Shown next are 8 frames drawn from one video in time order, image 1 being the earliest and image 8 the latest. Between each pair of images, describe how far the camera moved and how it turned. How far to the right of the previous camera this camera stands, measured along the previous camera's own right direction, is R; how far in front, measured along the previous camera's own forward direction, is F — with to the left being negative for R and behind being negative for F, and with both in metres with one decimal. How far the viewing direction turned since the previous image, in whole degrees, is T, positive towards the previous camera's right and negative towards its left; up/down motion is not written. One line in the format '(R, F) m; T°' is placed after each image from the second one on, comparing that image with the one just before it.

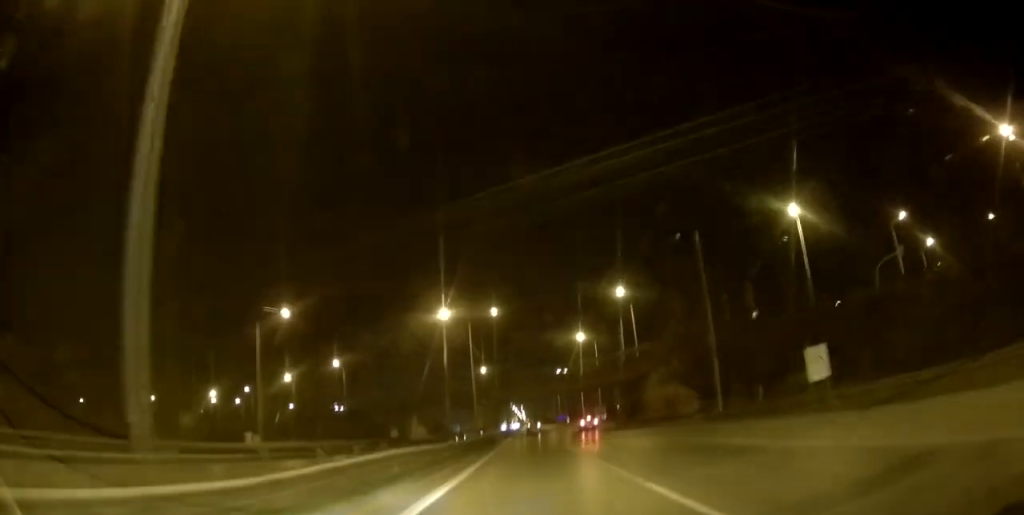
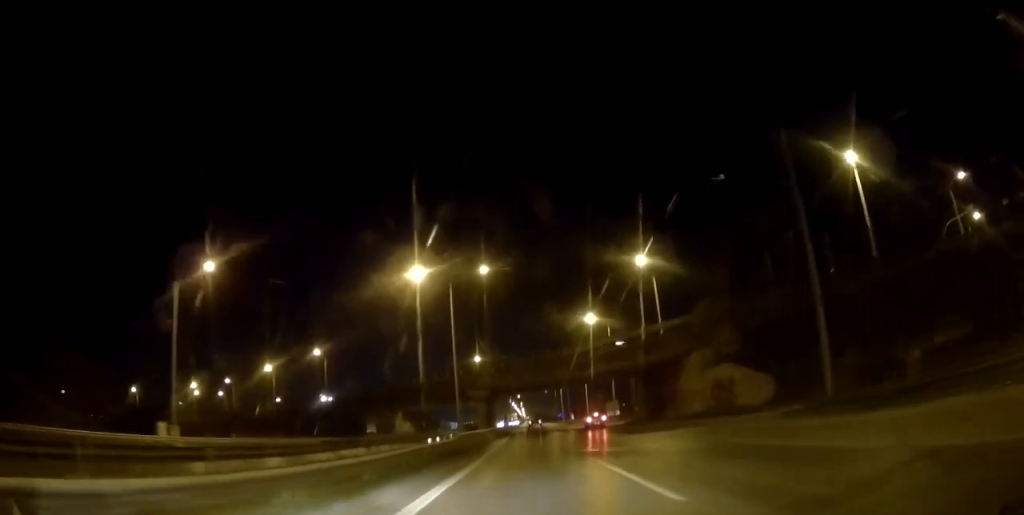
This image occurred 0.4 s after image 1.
(0.0, +14.5) m; +1°
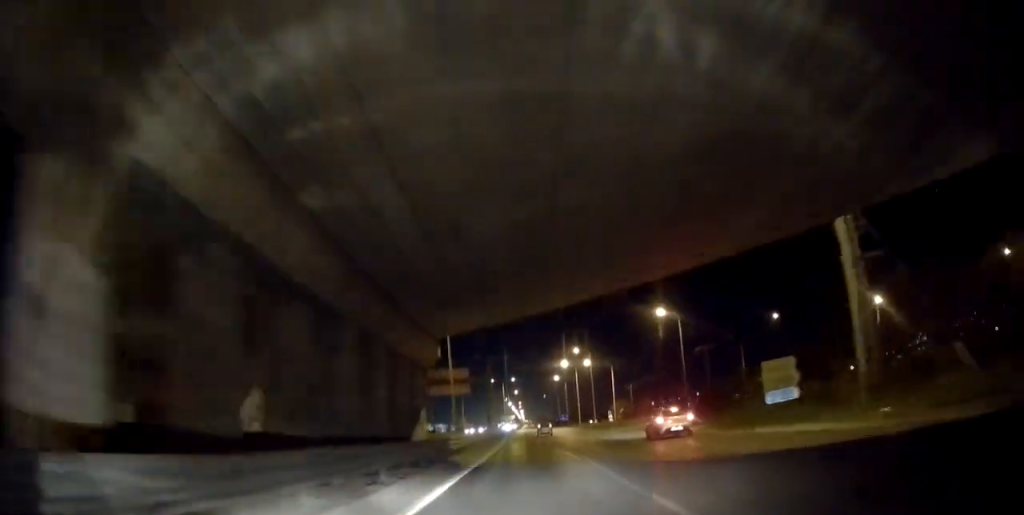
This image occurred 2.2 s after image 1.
(+0.7, +59.2) m; 0°
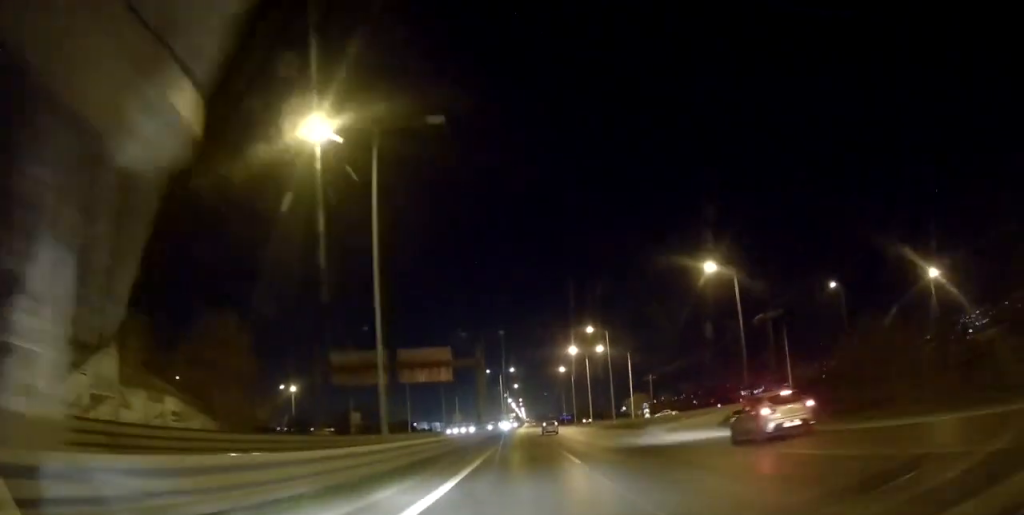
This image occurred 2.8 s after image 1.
(-0.2, +20.6) m; -1°
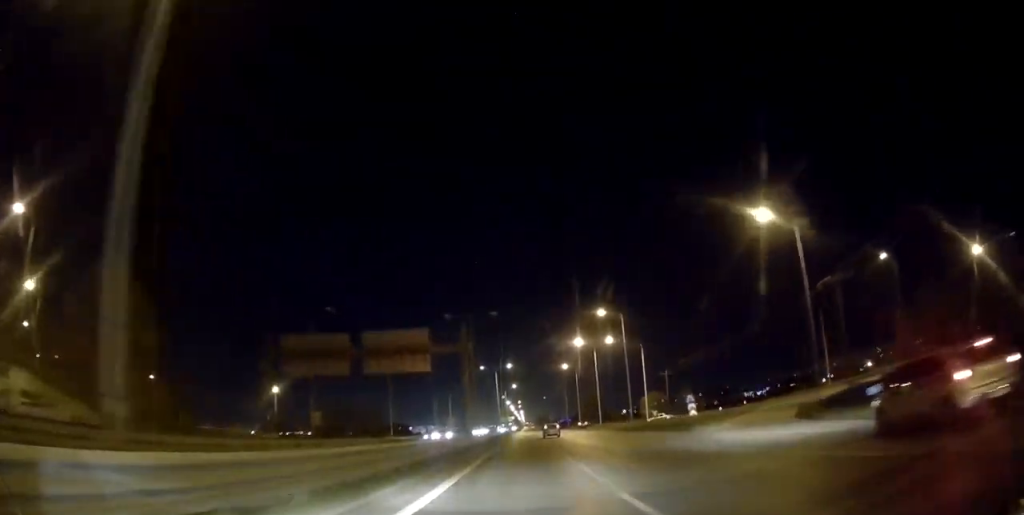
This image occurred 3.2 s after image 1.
(+0.1, +13.9) m; 0°
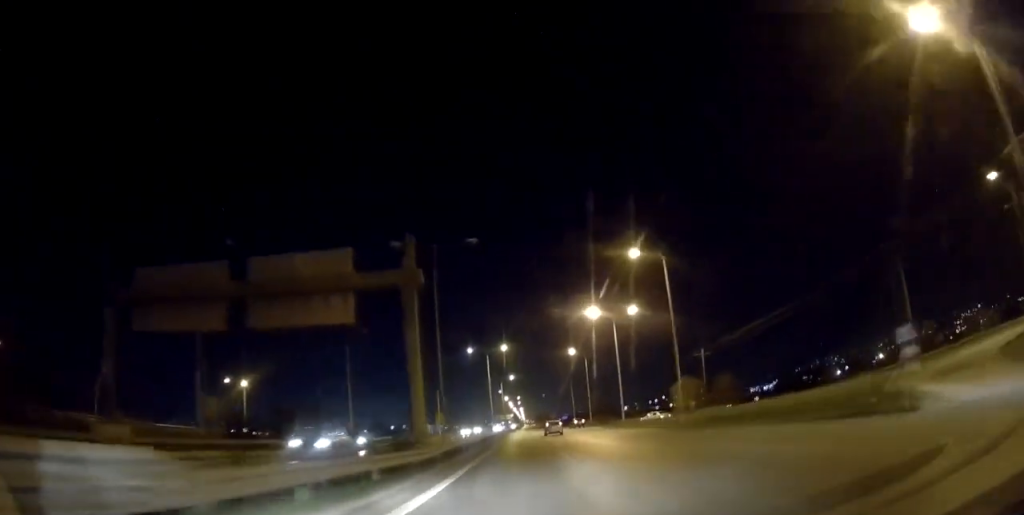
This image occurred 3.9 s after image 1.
(+0.1, +22.2) m; 0°
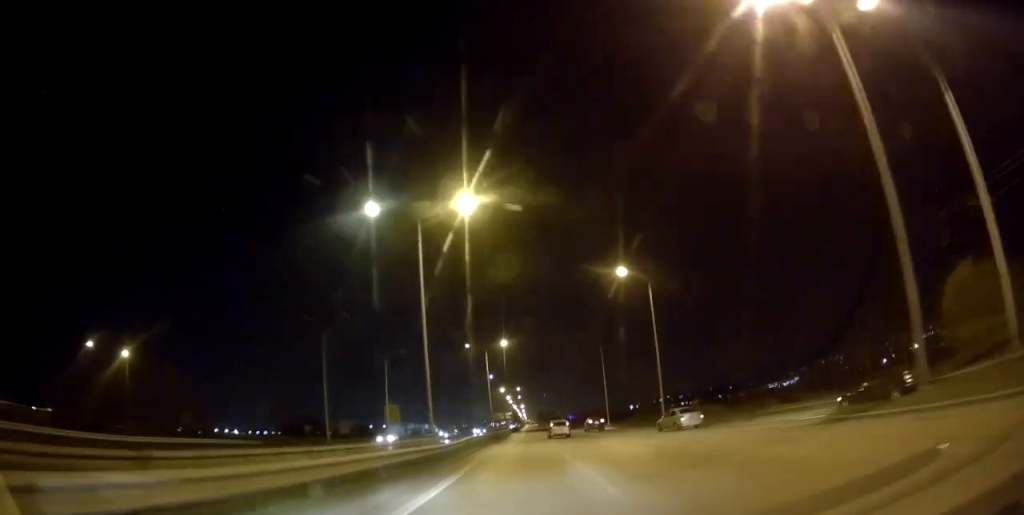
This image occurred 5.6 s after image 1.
(-0.2, +55.6) m; 0°
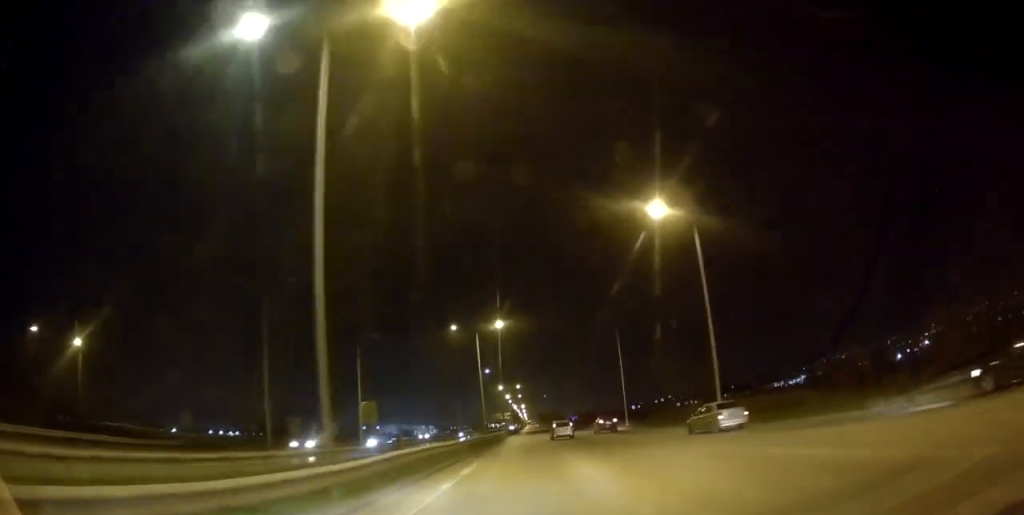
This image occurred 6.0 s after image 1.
(0.0, +15.4) m; 0°
